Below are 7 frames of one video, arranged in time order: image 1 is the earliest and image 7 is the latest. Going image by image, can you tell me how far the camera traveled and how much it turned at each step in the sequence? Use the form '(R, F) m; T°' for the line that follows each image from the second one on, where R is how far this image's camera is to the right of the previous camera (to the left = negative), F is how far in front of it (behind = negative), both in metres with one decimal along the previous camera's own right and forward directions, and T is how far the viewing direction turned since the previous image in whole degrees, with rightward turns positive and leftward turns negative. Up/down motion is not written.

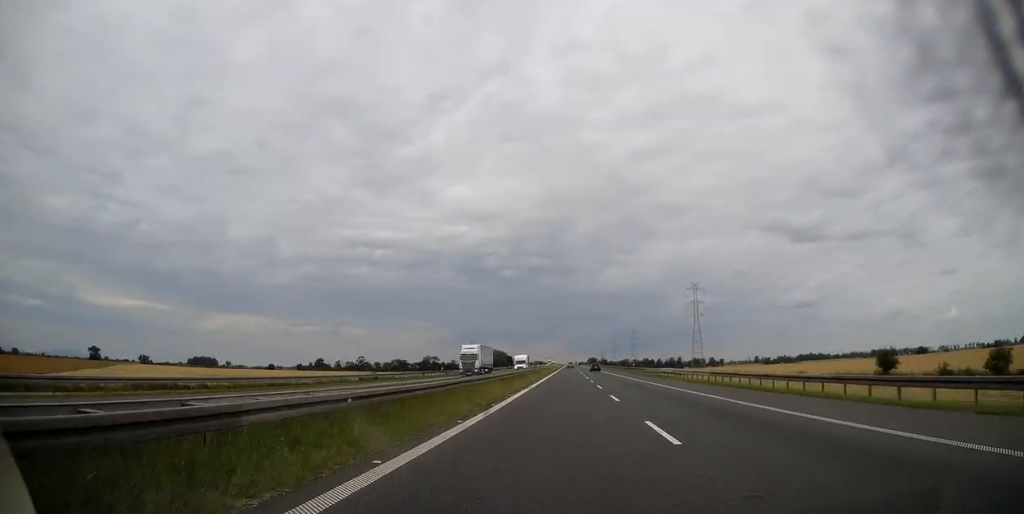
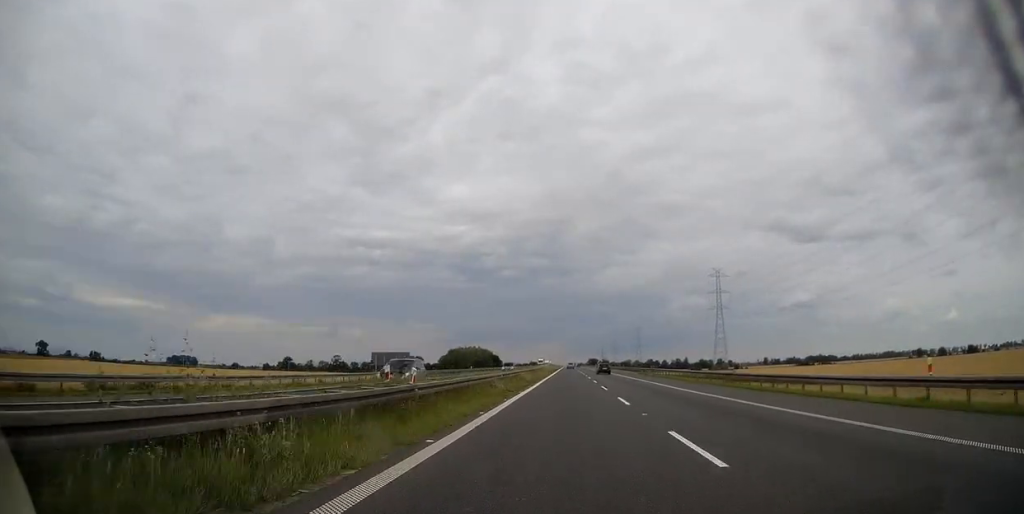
(+0.4, +75.5) m; 0°
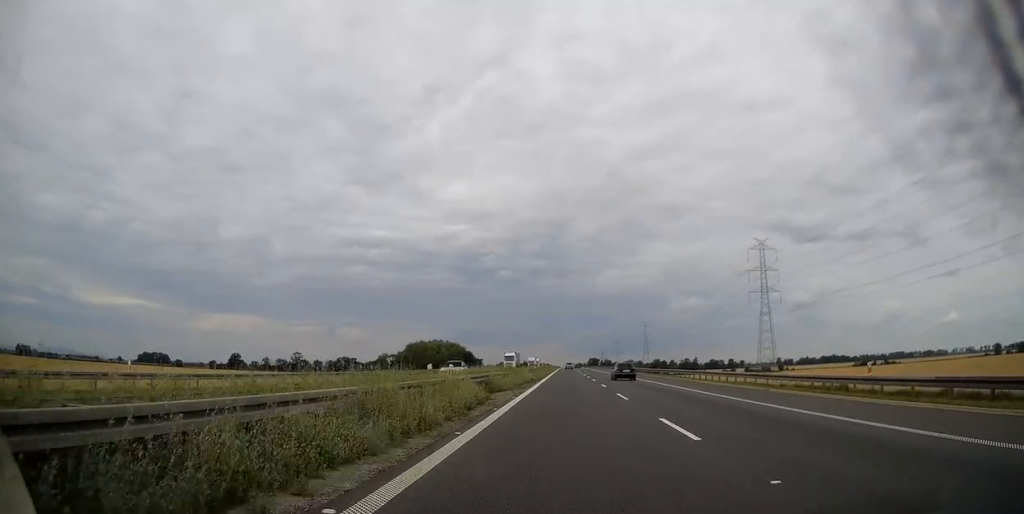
(-0.1, +94.9) m; 0°
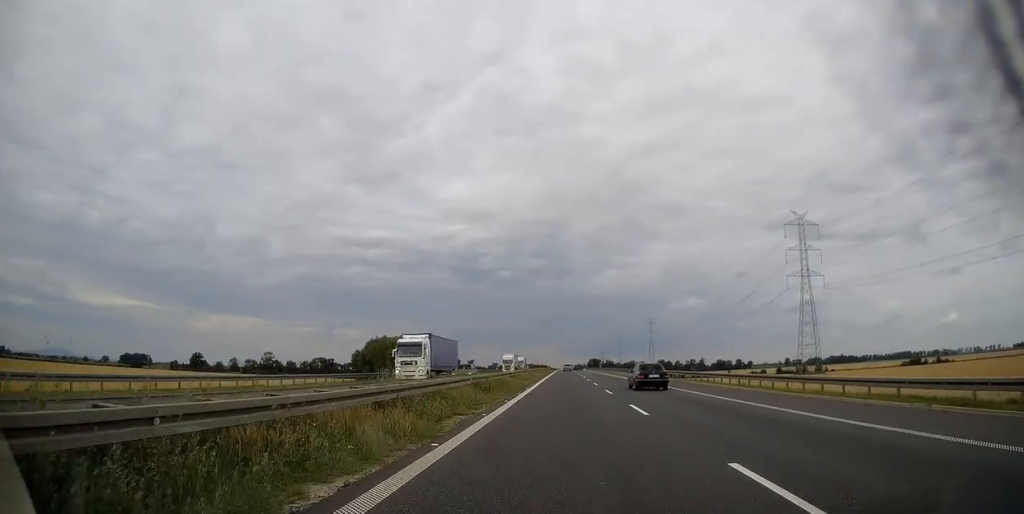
(-0.1, +55.3) m; 0°
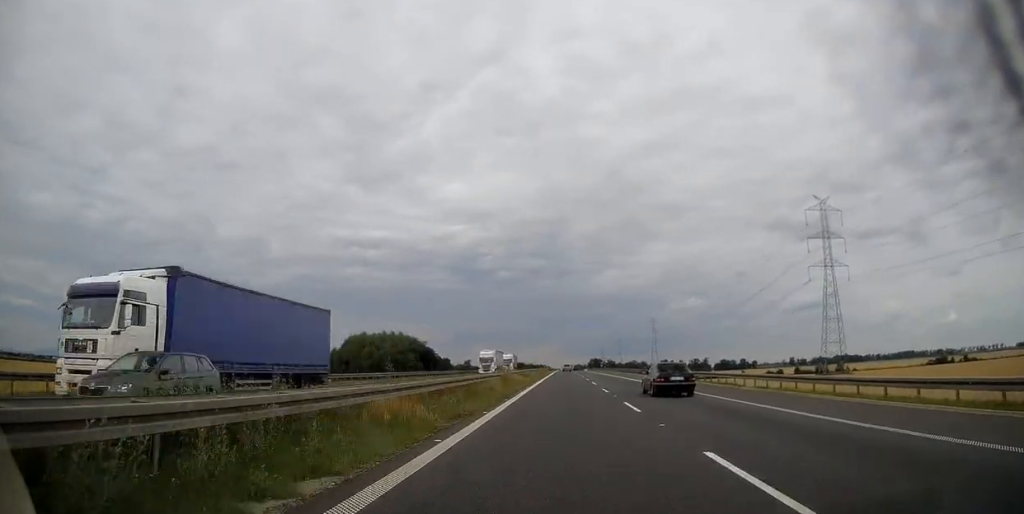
(+0.1, +23.2) m; 0°
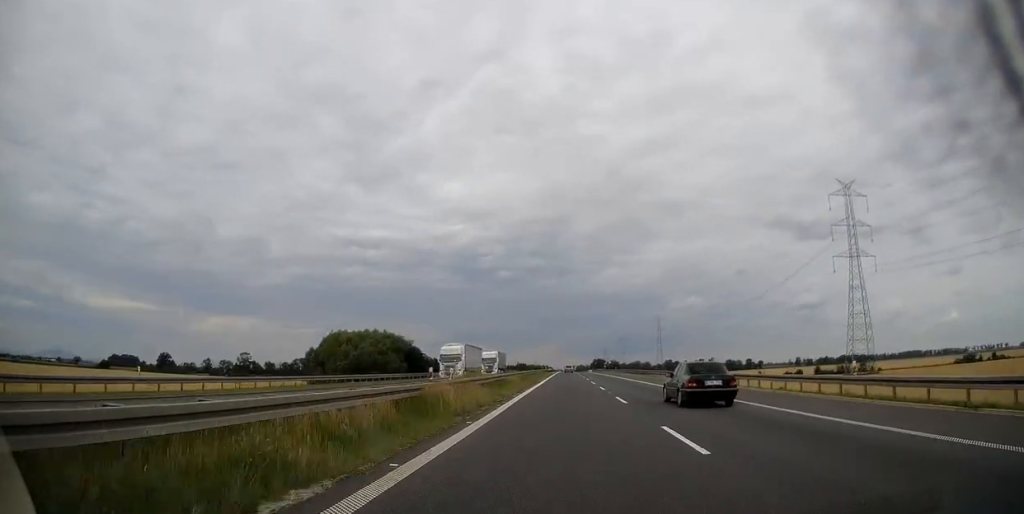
(0.0, +20.5) m; 0°
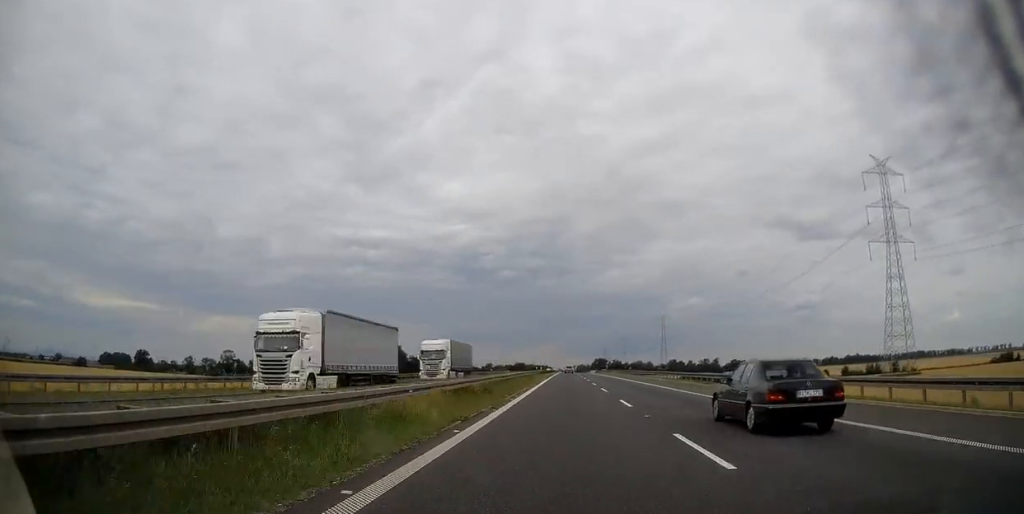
(0.0, +25.7) m; 0°
